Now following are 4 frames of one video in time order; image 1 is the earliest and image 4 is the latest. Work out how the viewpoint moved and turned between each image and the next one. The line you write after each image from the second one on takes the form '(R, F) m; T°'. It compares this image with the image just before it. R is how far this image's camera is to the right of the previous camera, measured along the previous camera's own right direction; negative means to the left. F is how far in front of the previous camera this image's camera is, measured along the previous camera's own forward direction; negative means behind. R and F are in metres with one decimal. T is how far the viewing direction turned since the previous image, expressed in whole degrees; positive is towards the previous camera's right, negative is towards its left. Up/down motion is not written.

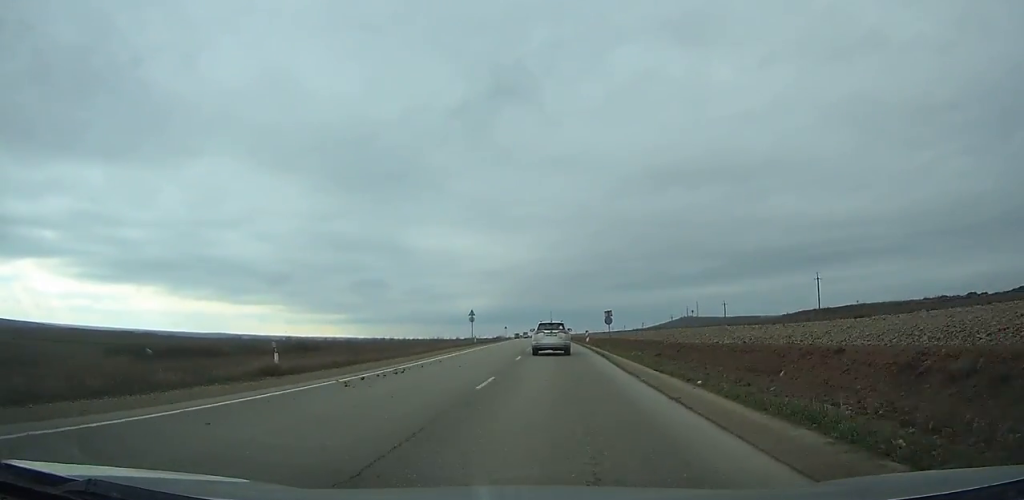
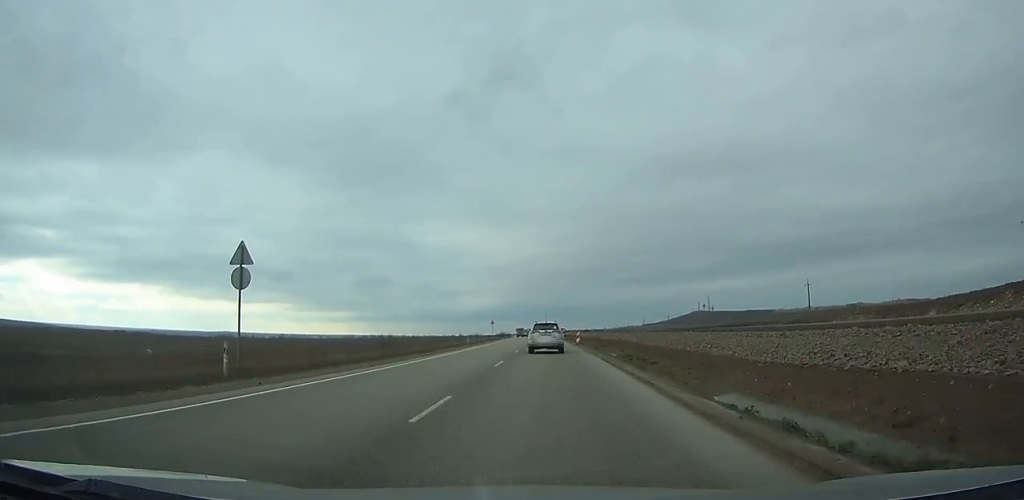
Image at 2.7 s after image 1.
(-0.1, +53.6) m; -1°
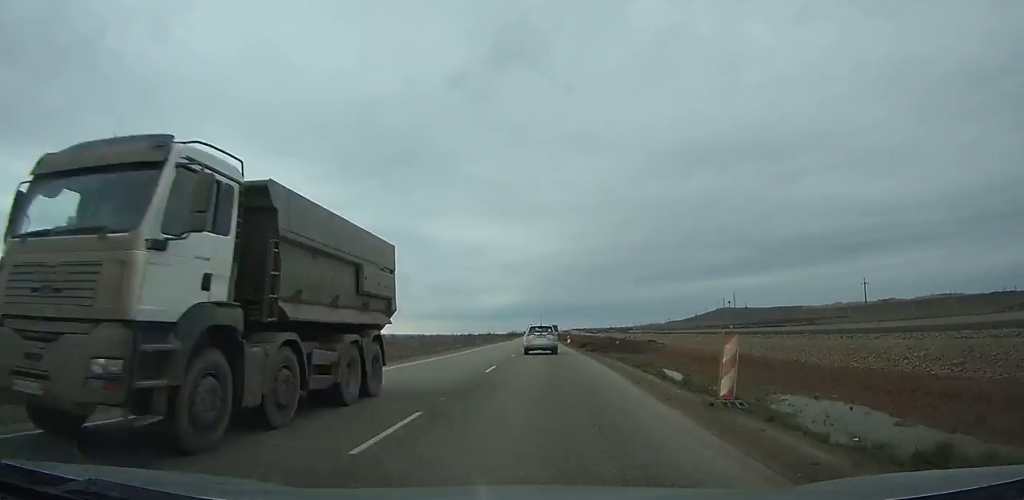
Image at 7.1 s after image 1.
(-2.2, +88.1) m; -2°
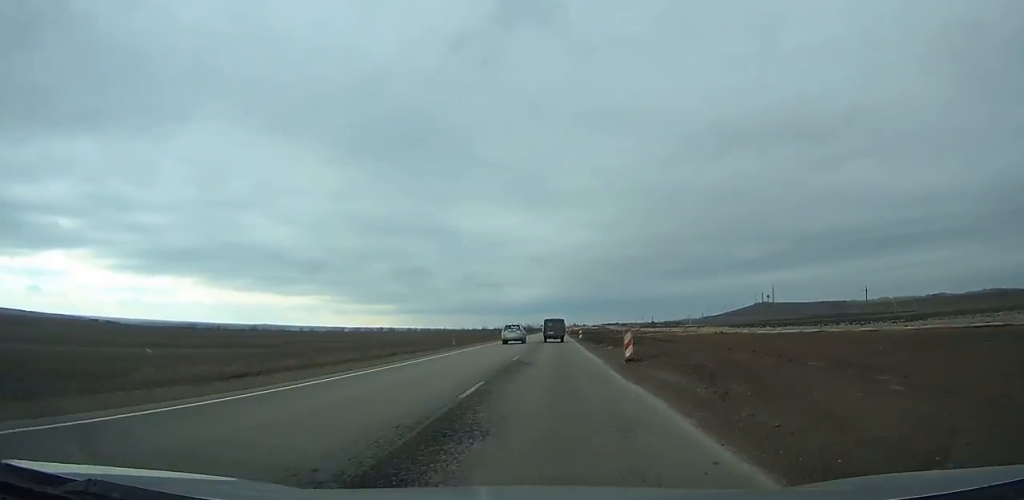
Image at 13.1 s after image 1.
(-2.4, +127.7) m; -2°
